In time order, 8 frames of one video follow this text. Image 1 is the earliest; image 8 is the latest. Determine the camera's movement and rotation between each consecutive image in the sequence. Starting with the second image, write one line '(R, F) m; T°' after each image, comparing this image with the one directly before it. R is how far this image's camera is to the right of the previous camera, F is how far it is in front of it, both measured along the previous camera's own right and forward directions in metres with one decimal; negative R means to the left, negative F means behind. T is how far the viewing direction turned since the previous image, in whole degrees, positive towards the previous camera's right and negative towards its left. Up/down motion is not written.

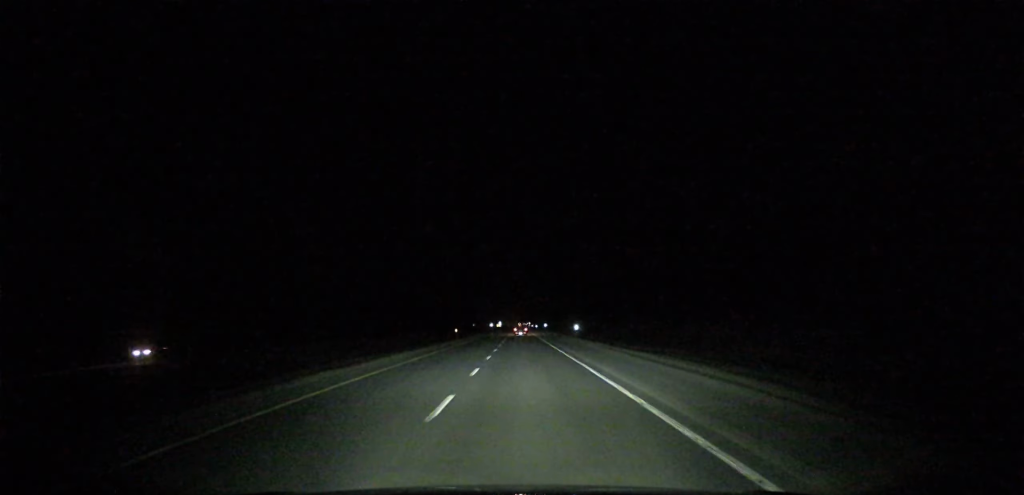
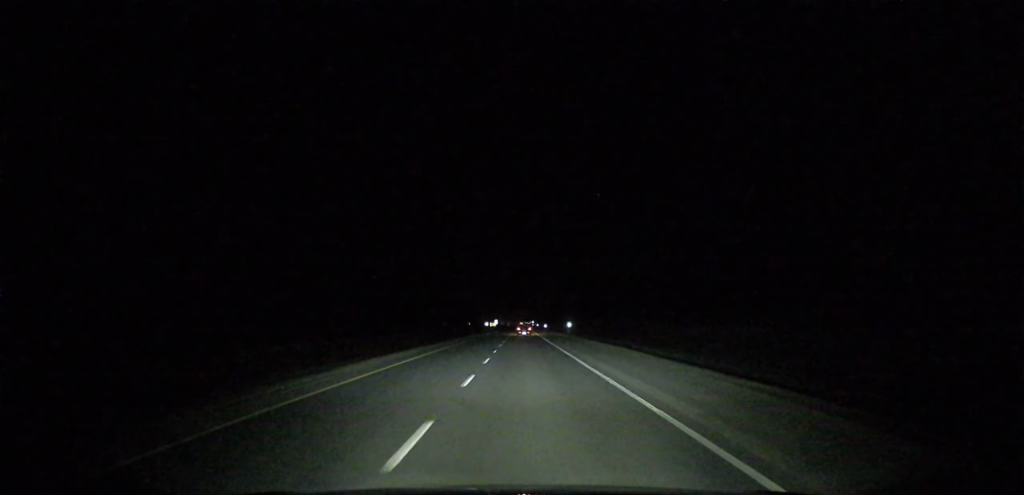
(0.0, +84.3) m; 0°
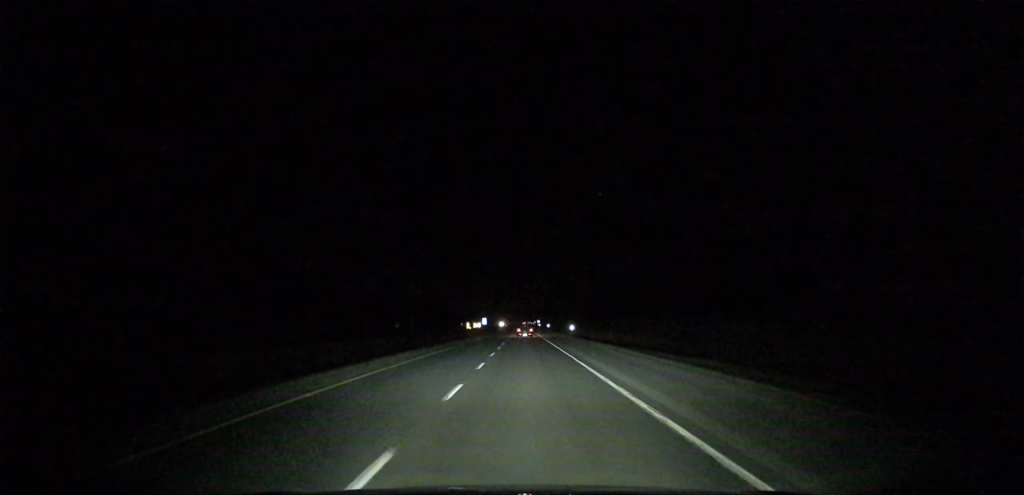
(0.0, +98.3) m; 0°
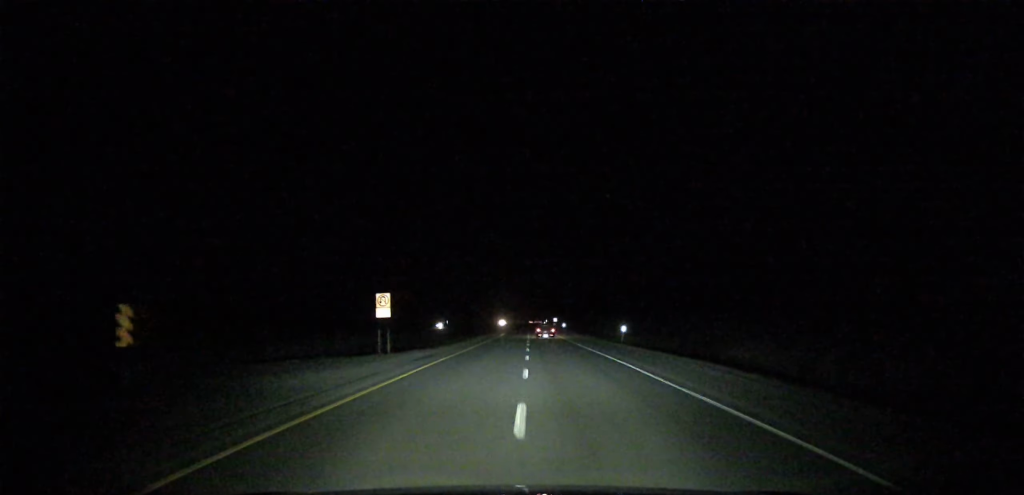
(-0.3, +137.9) m; 0°
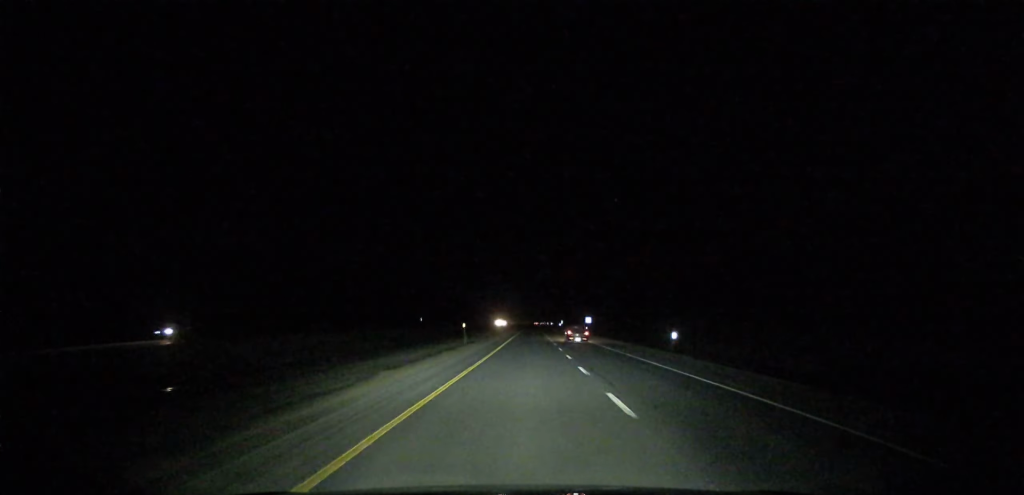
(-0.1, +114.0) m; 0°
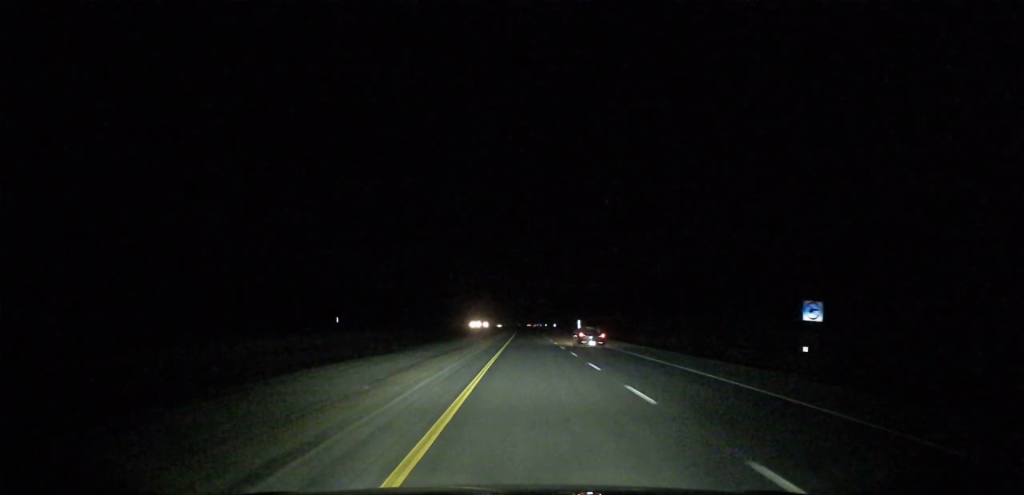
(+0.1, +114.4) m; 0°
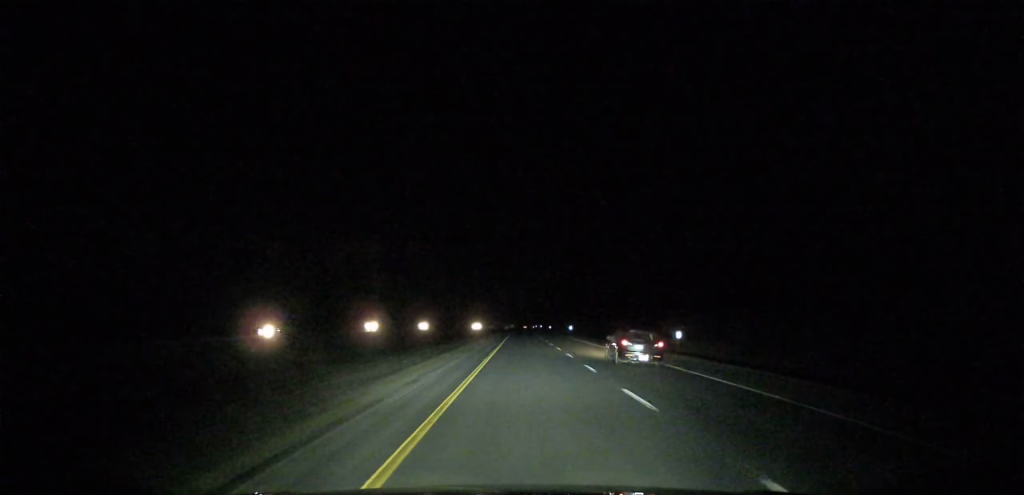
(+0.6, +194.9) m; 0°
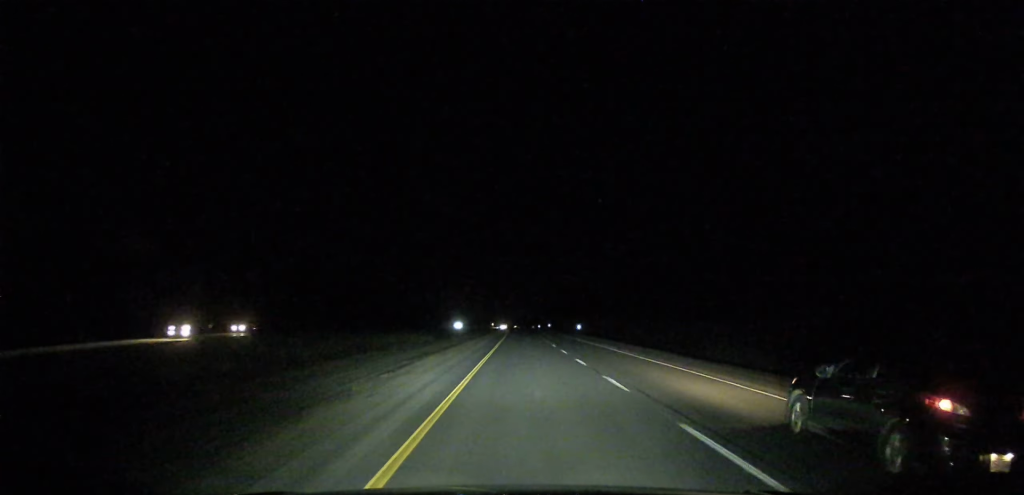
(+0.1, +314.0) m; 0°
